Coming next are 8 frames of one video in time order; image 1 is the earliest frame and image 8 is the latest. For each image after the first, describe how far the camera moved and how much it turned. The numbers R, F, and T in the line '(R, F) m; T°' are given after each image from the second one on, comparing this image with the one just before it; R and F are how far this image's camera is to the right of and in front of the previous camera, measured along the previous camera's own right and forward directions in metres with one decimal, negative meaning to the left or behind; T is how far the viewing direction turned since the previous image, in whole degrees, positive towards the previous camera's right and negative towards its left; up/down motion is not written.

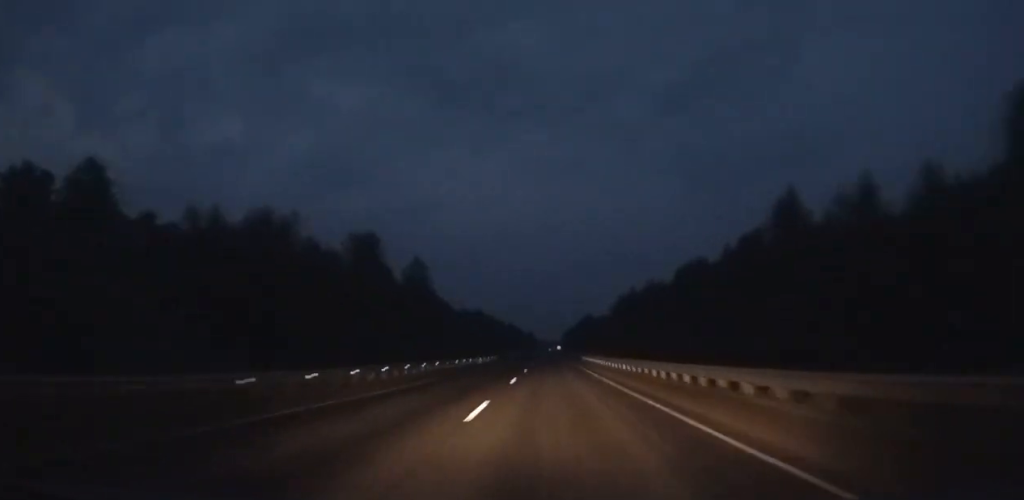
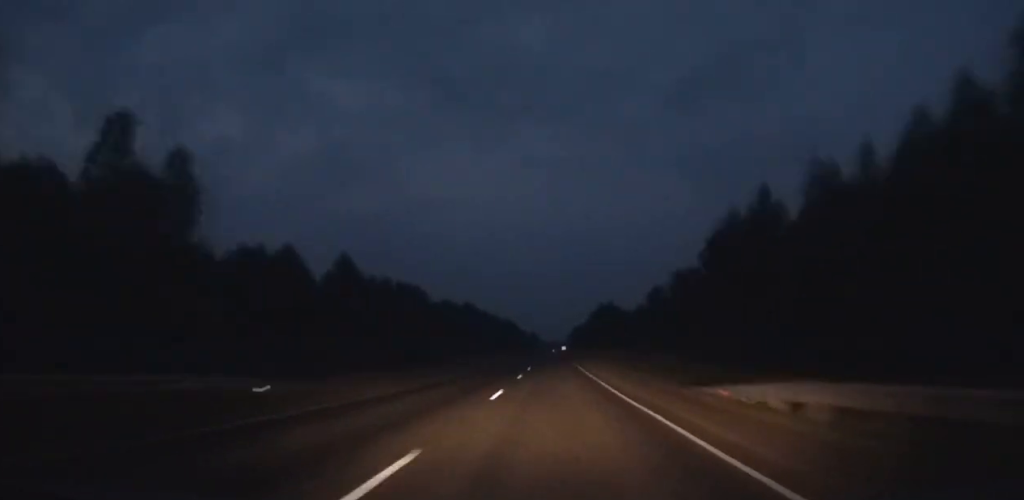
(-0.3, +64.1) m; 0°
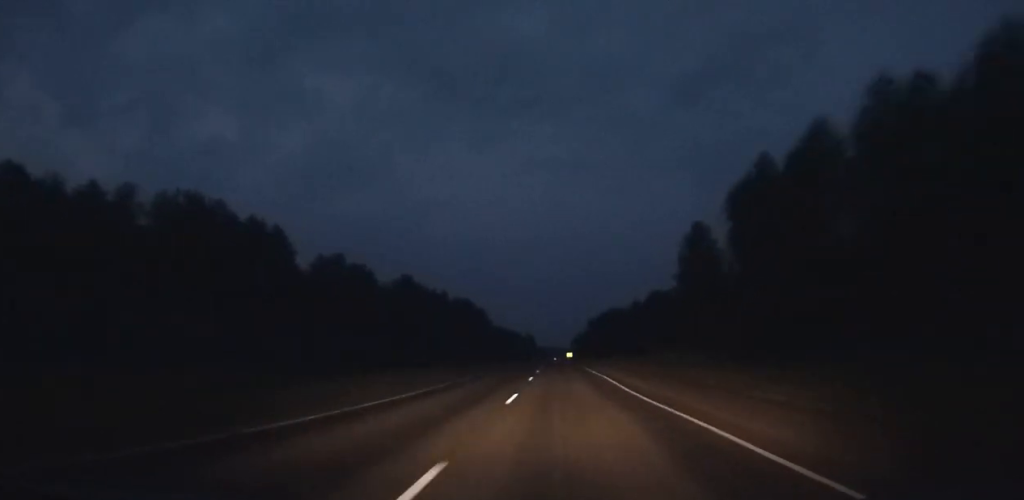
(-0.1, +134.6) m; 0°
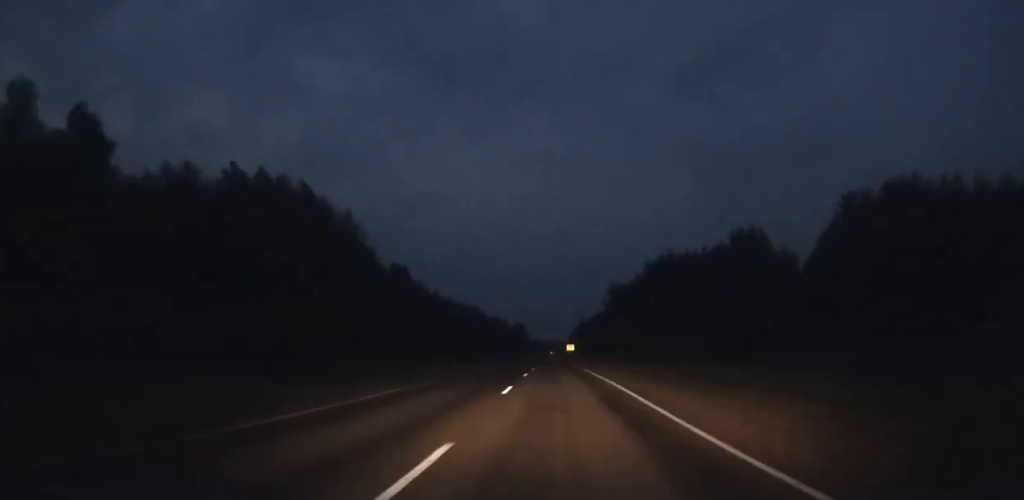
(+0.3, +96.2) m; 0°
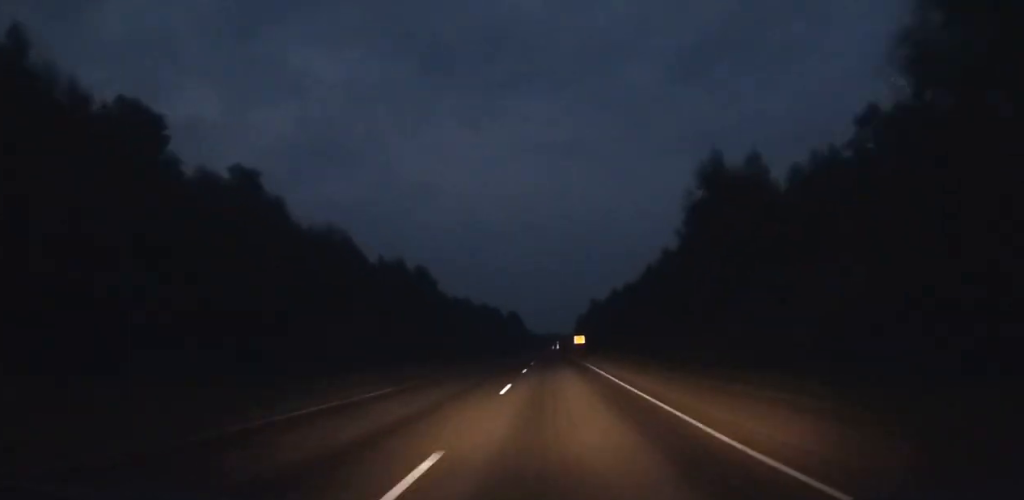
(-0.1, +70.8) m; 0°
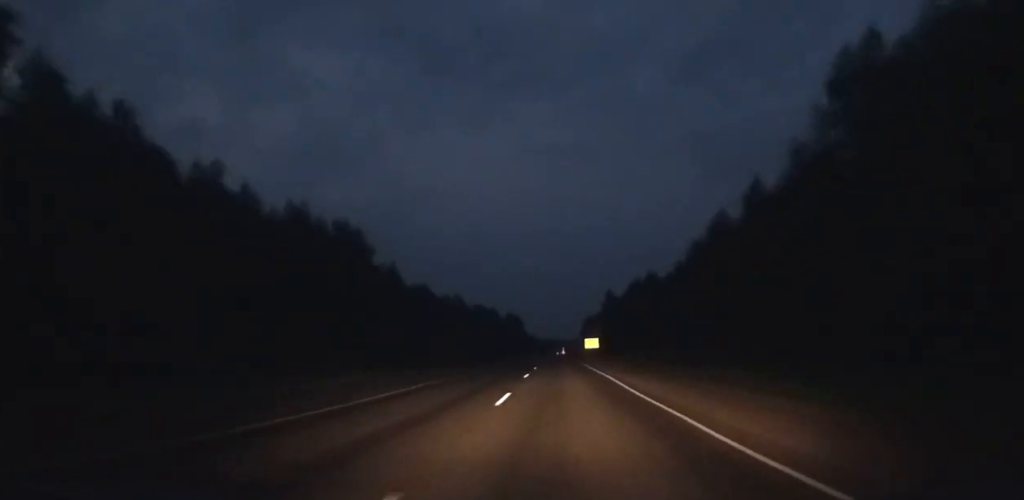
(-0.1, +36.1) m; 0°
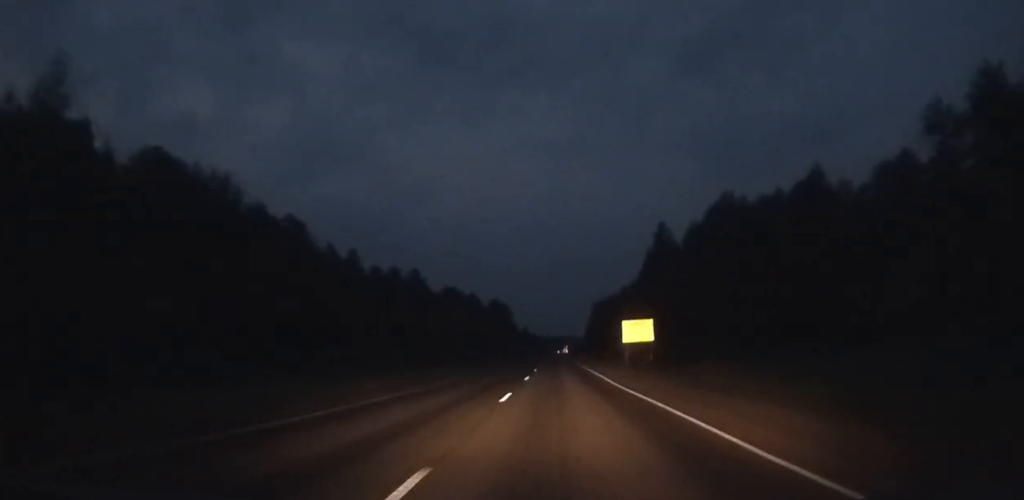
(0.0, +68.4) m; 0°
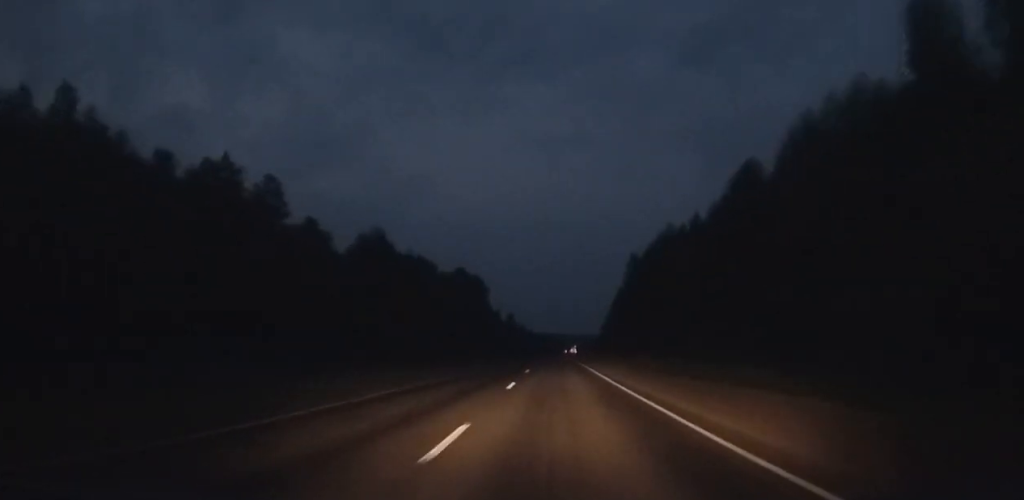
(+0.3, +94.9) m; 0°
